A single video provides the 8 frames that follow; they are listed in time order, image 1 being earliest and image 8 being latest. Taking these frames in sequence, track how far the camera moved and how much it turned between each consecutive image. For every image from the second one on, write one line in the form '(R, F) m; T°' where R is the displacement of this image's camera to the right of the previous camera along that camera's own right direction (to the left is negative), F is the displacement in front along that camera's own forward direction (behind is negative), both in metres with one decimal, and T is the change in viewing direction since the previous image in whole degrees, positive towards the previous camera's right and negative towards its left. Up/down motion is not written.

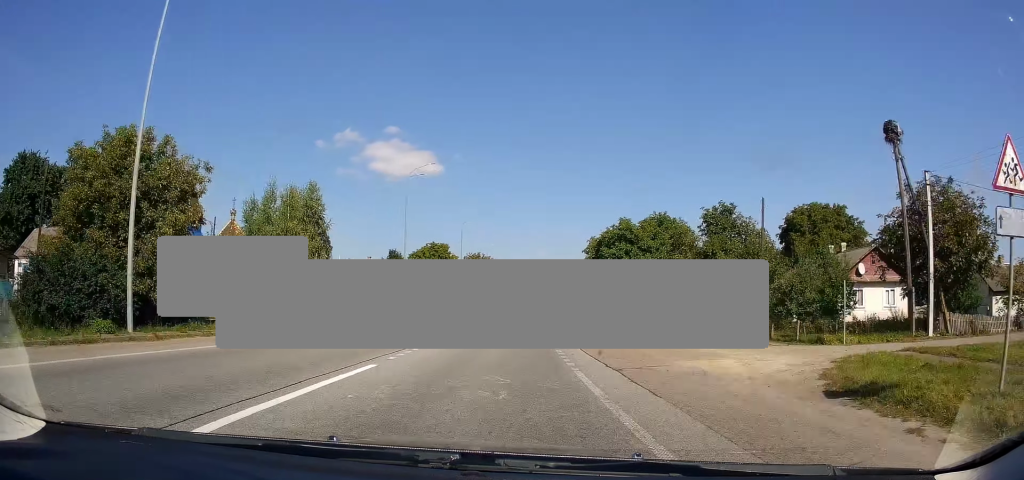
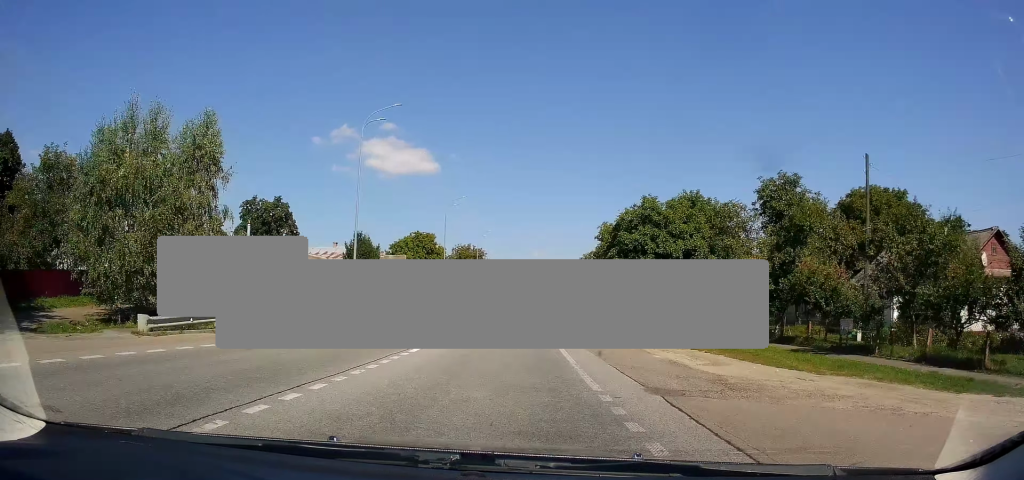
(+0.4, +15.2) m; +2°
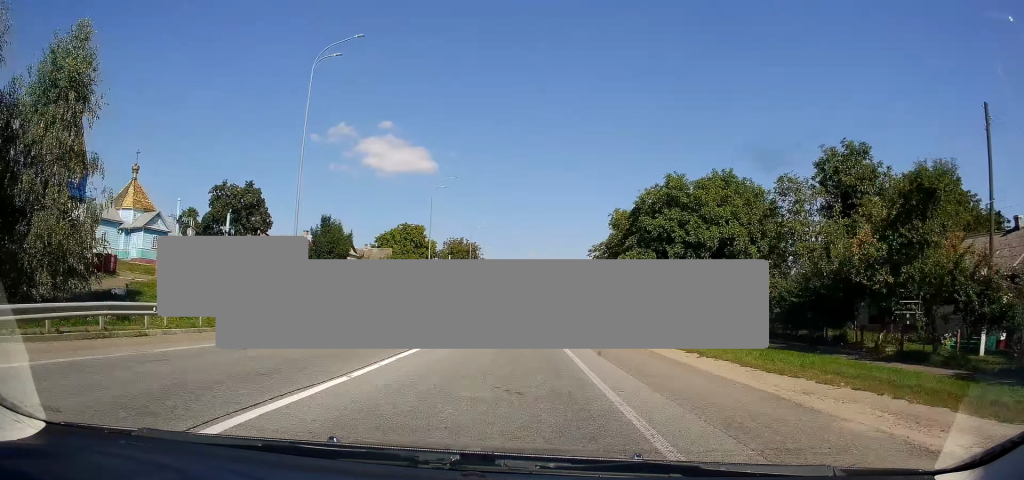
(+0.1, +9.9) m; 0°
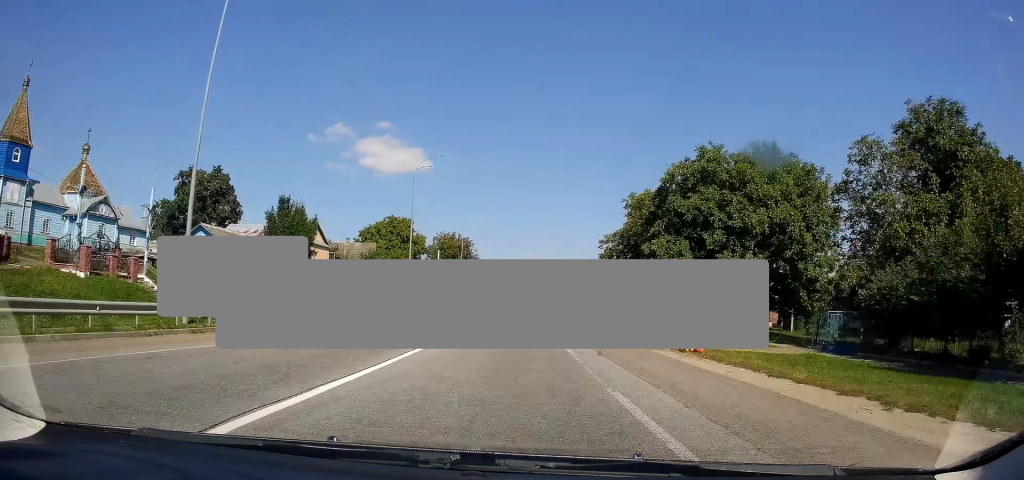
(+0.1, +9.9) m; 0°
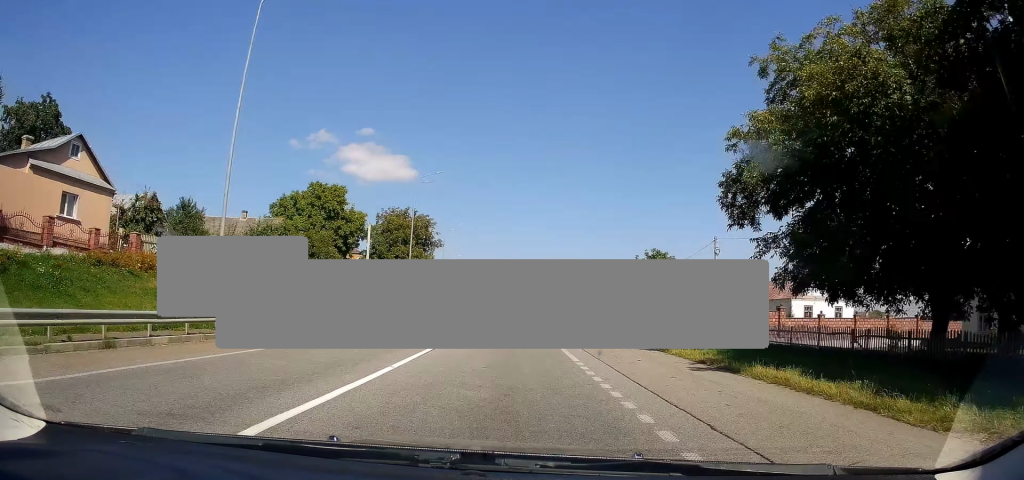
(+0.2, +32.1) m; +2°
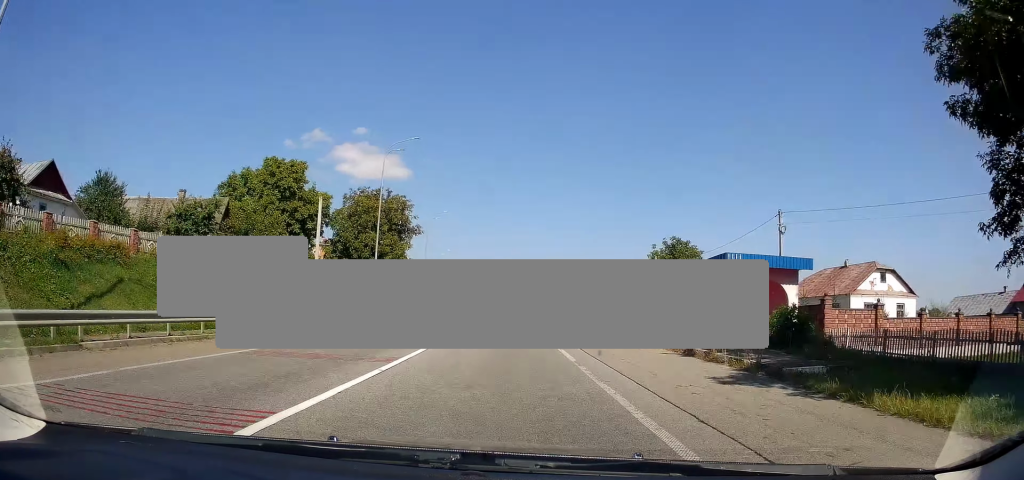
(+0.3, +12.1) m; +1°
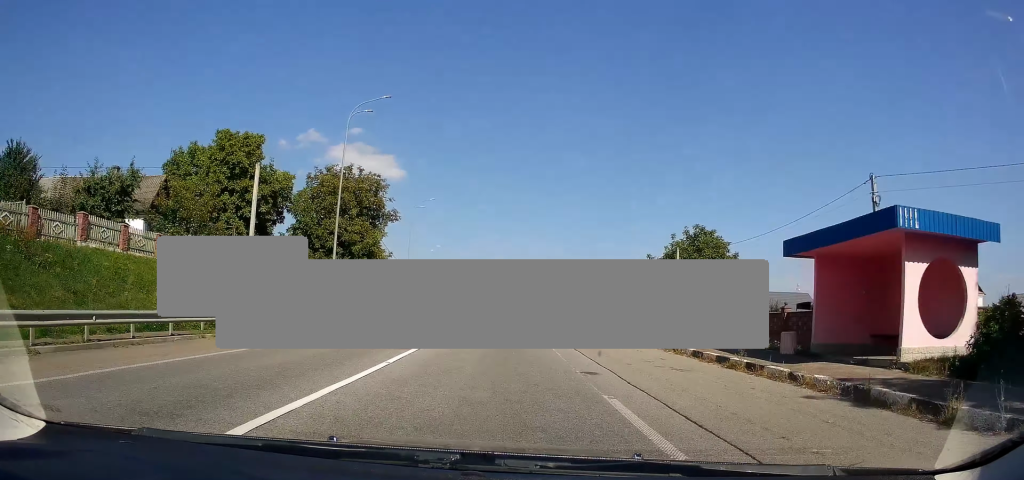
(0.0, +9.3) m; 0°
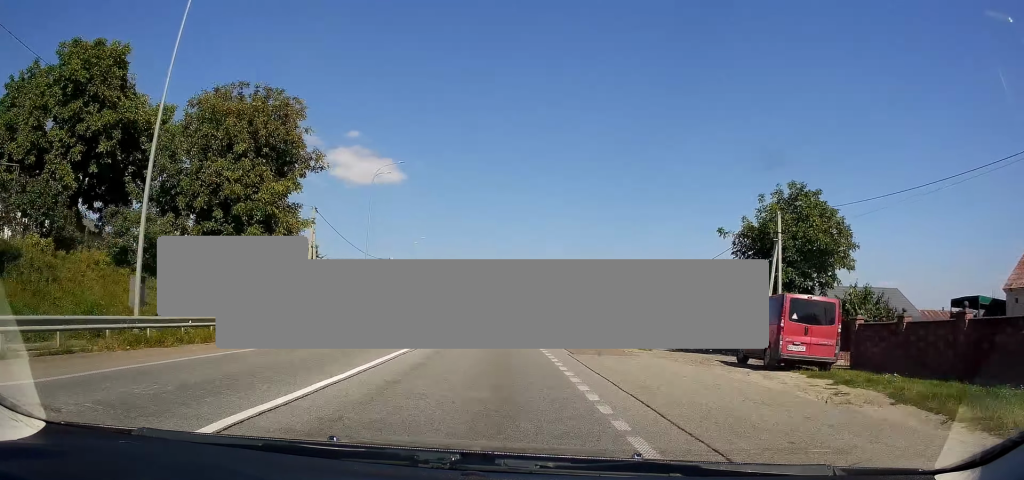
(-0.2, +20.3) m; 0°
